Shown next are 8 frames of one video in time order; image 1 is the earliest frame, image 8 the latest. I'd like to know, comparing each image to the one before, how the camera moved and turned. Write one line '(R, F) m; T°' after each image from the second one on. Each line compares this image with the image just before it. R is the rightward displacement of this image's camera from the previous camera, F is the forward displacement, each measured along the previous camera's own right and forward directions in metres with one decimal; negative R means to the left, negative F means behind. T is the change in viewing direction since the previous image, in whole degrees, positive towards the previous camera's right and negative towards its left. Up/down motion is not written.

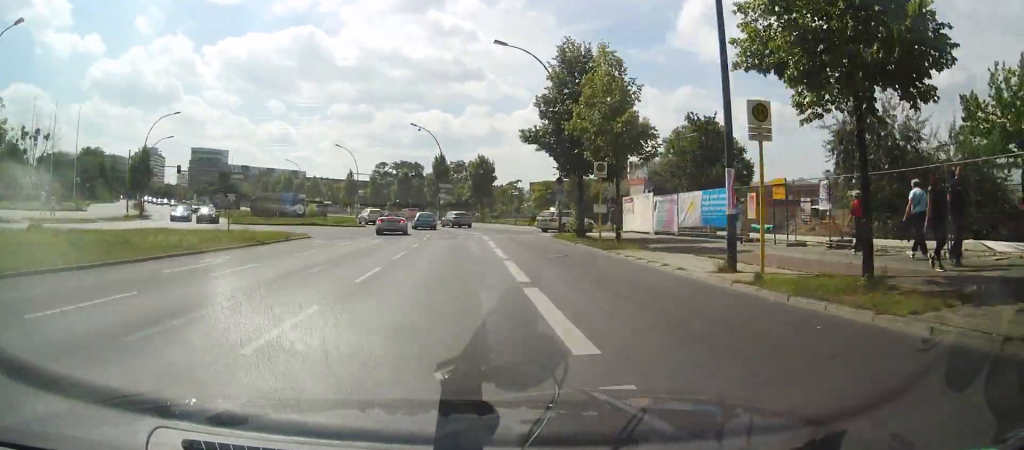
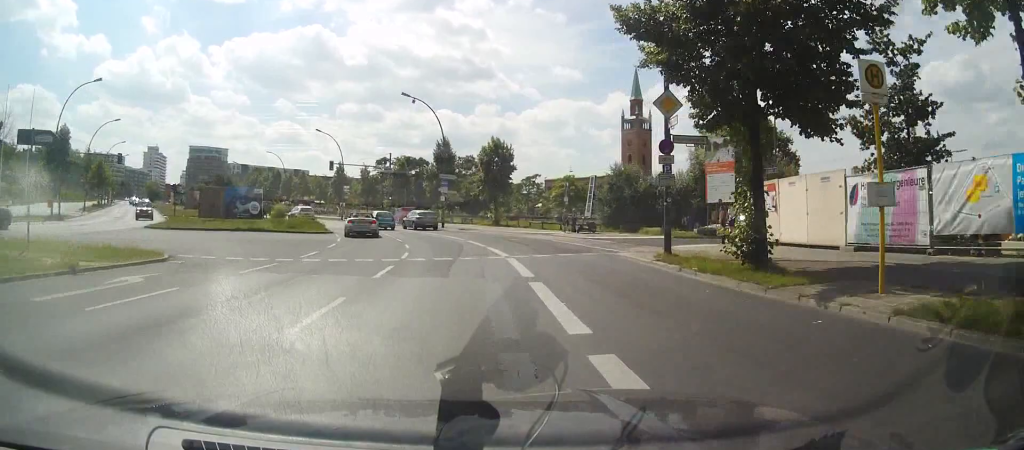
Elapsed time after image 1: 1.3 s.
(+0.1, +17.2) m; 0°
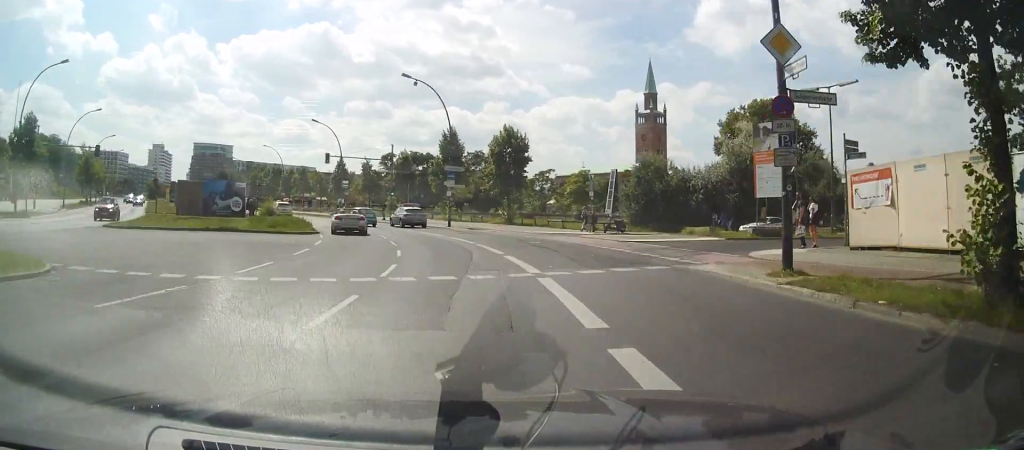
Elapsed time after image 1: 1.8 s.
(0.0, +6.1) m; -1°
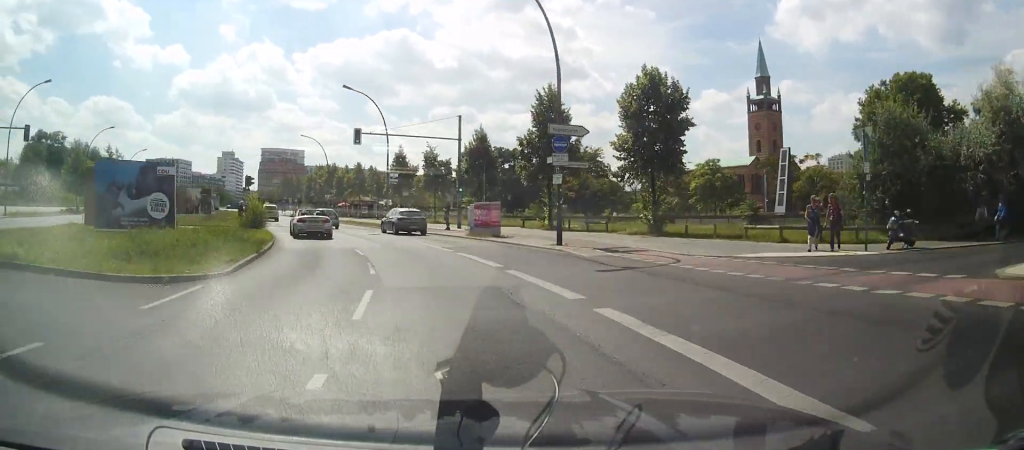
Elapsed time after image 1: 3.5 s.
(-1.3, +21.9) m; -8°
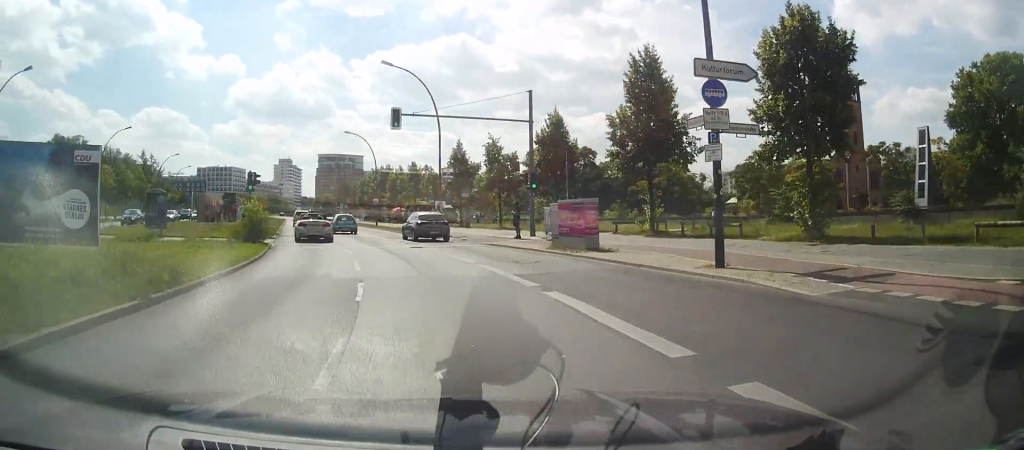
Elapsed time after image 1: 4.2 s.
(0.0, +9.5) m; -5°
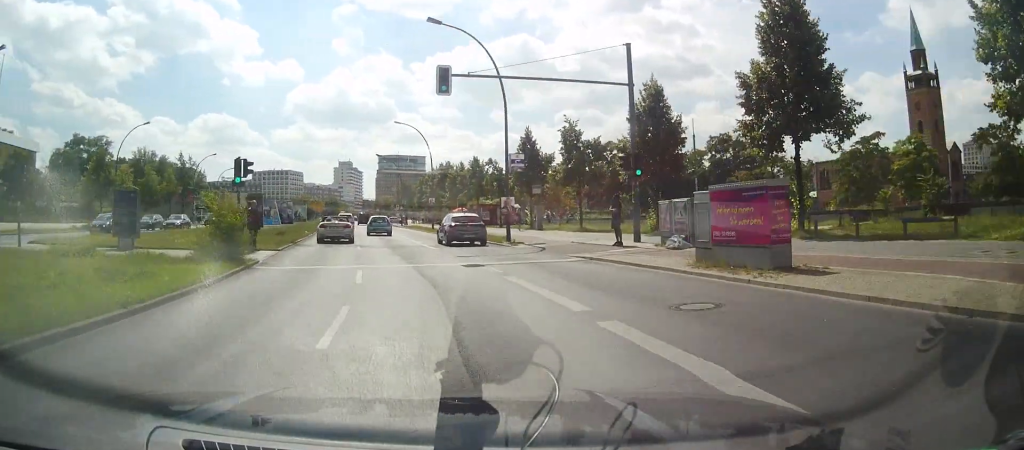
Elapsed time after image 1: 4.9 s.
(-0.7, +8.7) m; -6°
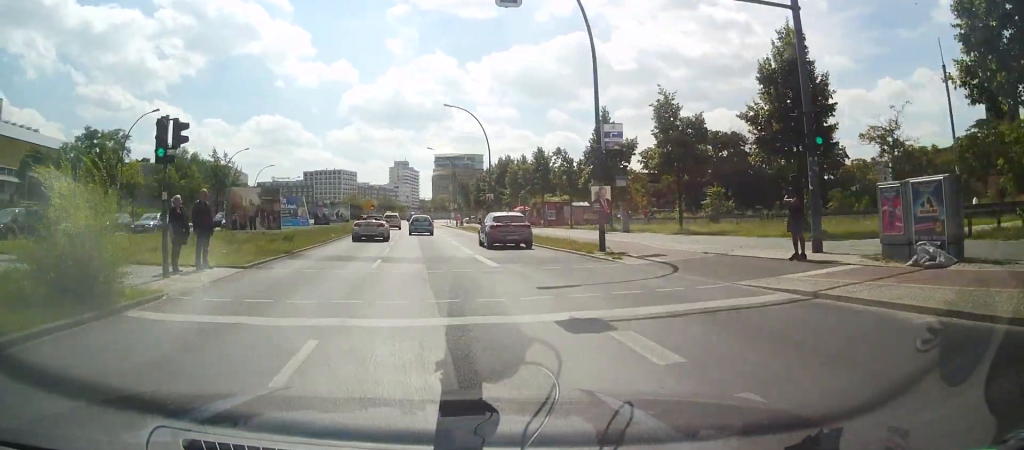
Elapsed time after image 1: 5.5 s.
(-0.4, +8.8) m; -5°
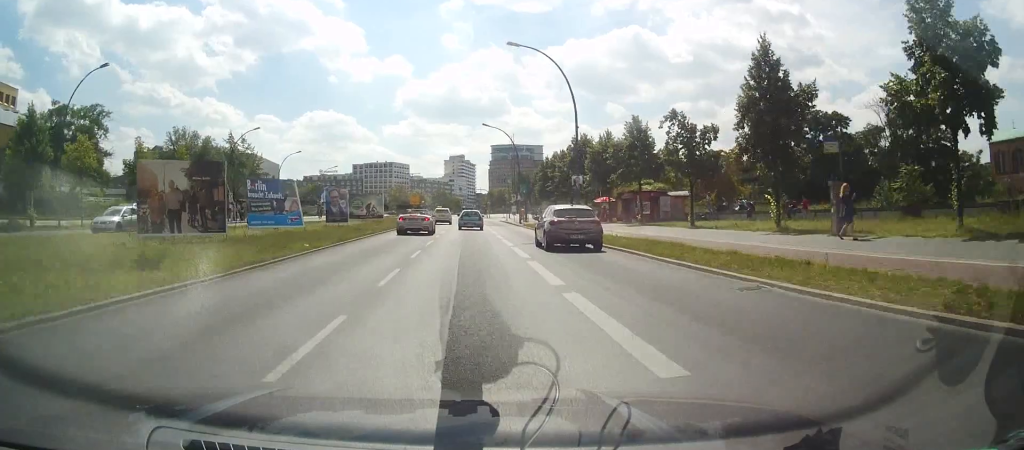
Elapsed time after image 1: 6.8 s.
(-1.0, +16.6) m; -5°
